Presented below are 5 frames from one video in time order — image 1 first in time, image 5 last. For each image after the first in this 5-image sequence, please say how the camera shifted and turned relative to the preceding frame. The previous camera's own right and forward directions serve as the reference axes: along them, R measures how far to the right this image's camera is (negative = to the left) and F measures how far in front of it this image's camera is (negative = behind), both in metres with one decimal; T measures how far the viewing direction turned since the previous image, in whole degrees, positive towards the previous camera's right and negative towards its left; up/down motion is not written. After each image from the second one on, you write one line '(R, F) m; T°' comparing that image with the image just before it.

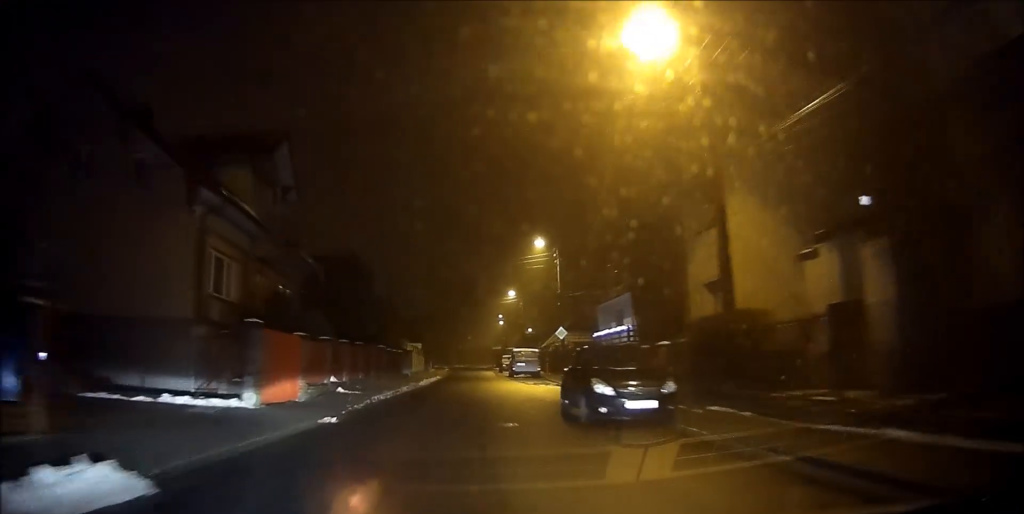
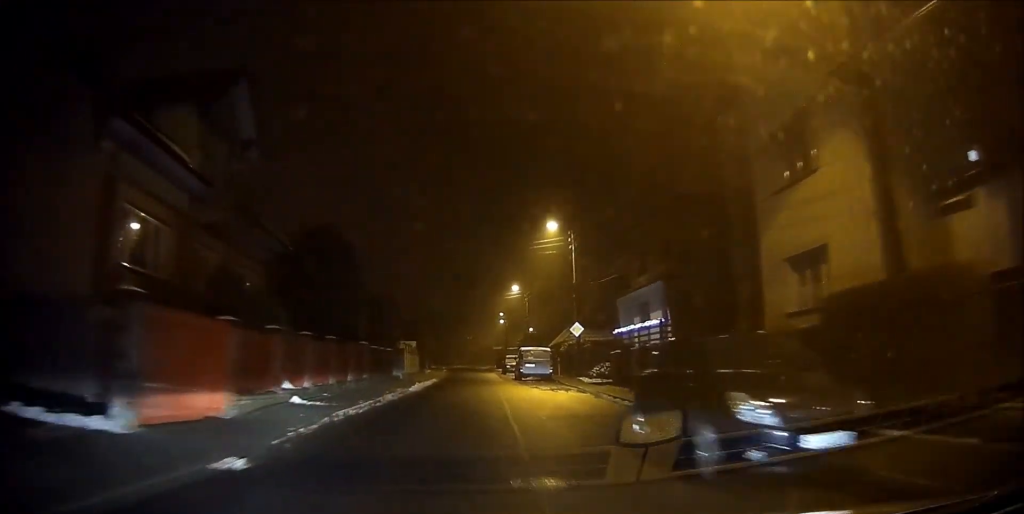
(-0.1, +6.4) m; -1°
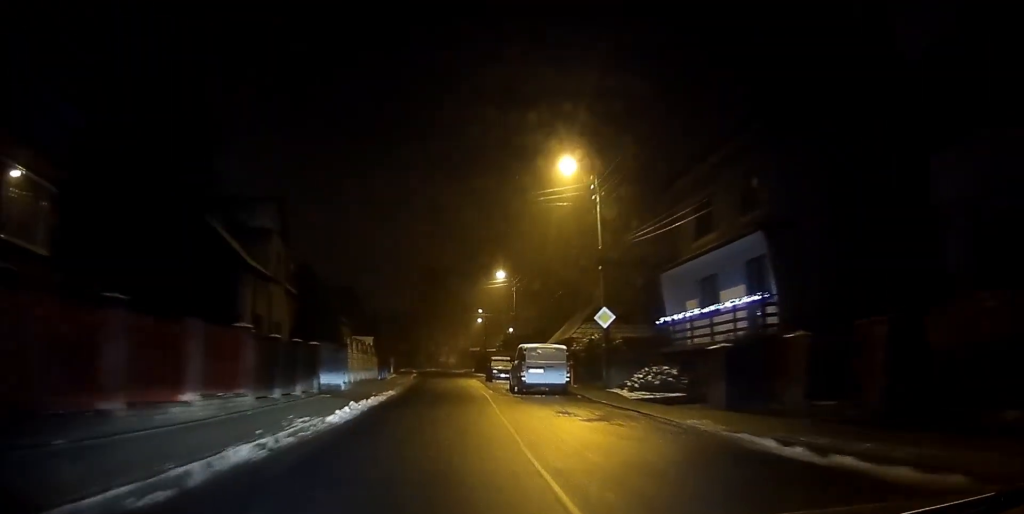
(+0.1, +13.0) m; +1°
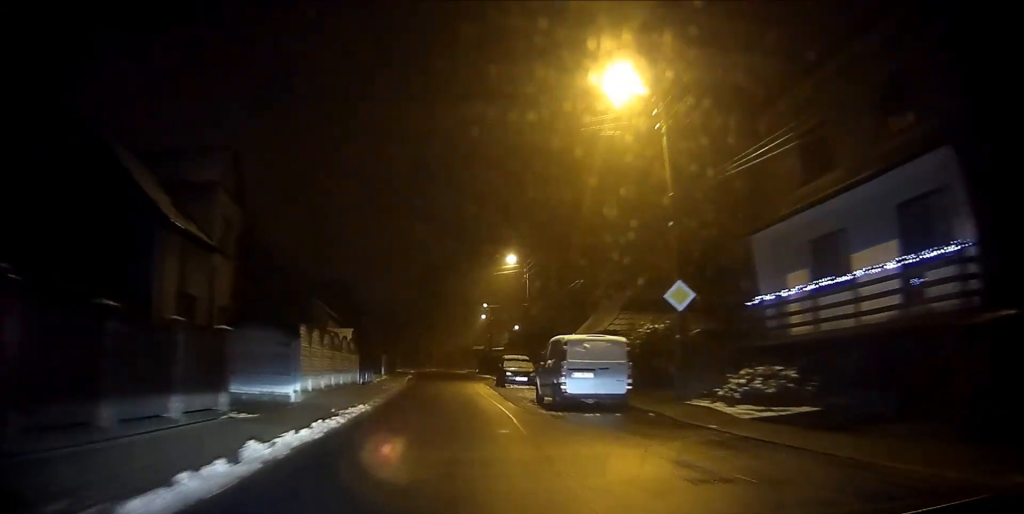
(+0.1, +8.5) m; +1°
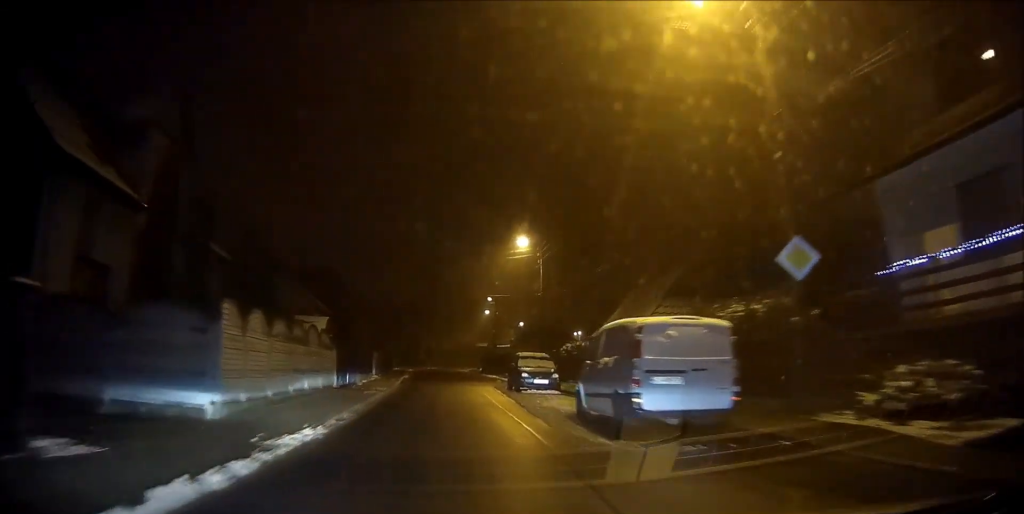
(0.0, +6.3) m; 0°
